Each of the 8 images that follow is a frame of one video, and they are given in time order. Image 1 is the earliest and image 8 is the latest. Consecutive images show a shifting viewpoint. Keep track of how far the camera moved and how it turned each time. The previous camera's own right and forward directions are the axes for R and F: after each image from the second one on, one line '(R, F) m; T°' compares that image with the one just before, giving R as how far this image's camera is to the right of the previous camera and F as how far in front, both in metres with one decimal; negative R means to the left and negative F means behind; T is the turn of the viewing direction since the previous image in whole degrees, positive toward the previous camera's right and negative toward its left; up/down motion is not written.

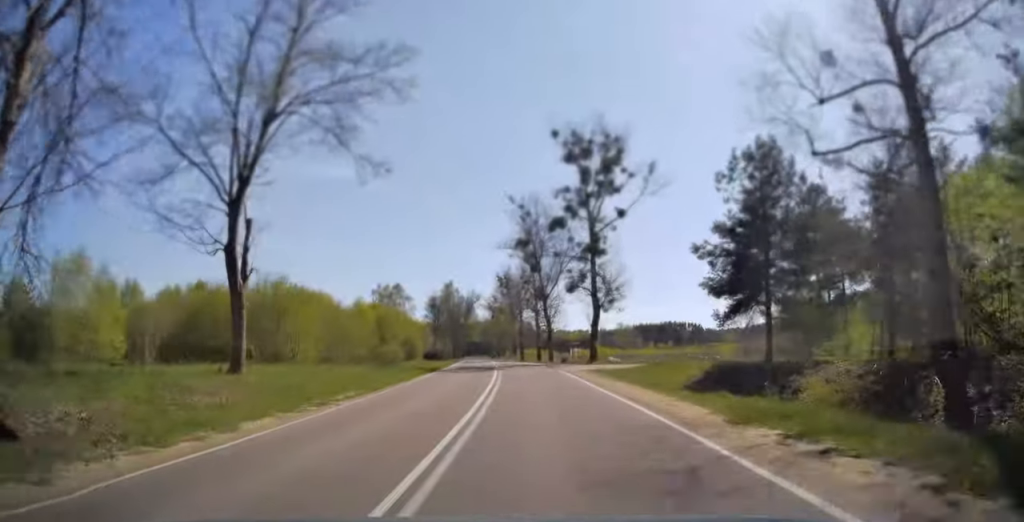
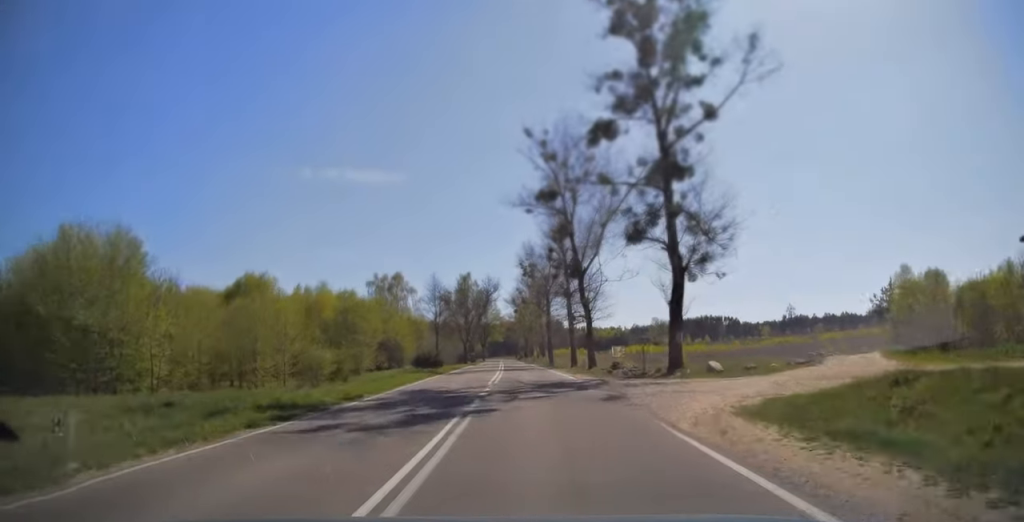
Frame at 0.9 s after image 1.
(-0.5, +23.5) m; -3°
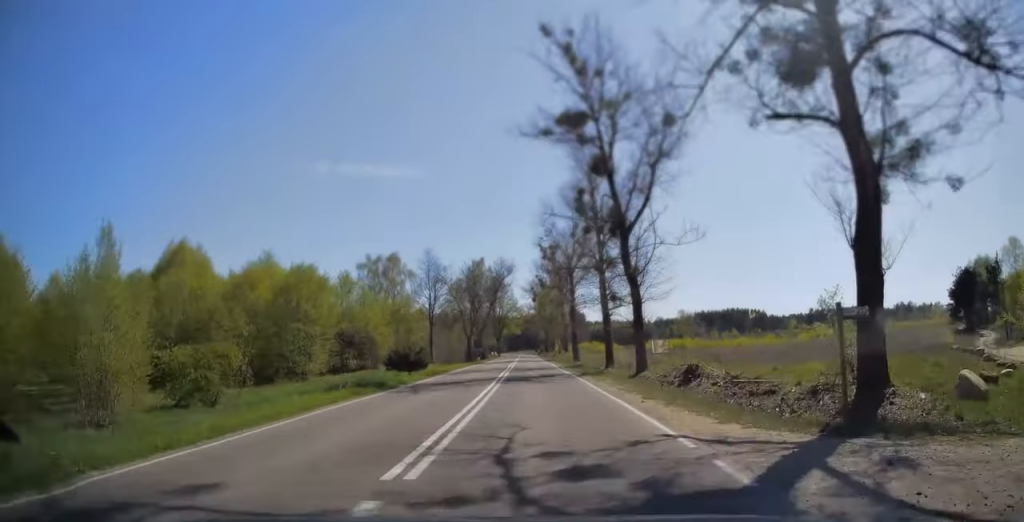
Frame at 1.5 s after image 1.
(-0.4, +16.8) m; -2°
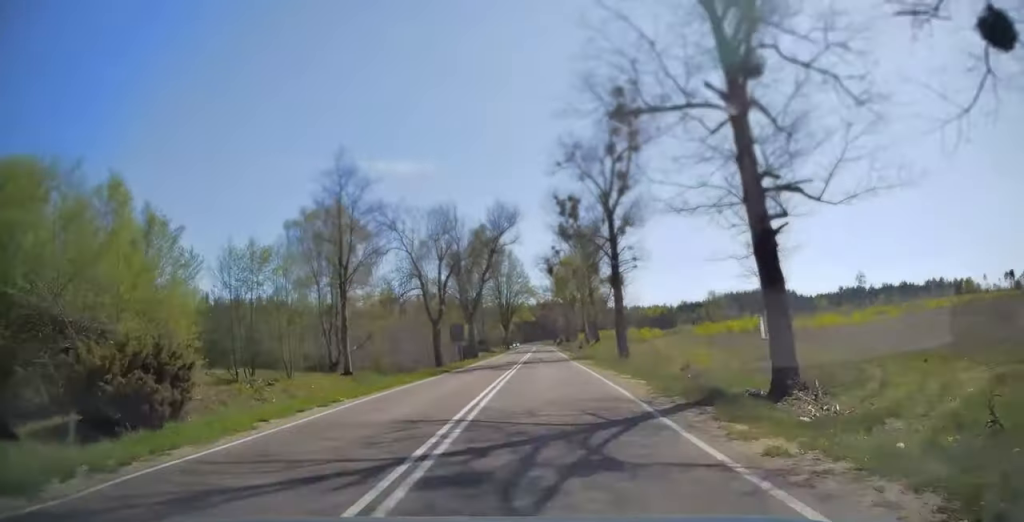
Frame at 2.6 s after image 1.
(-0.7, +31.4) m; -1°
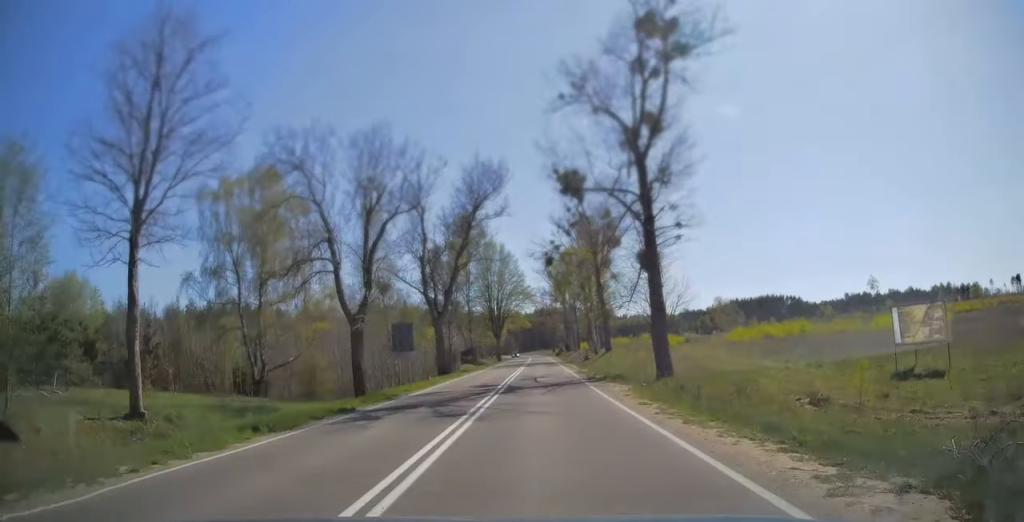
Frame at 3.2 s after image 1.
(0.0, +16.9) m; 0°
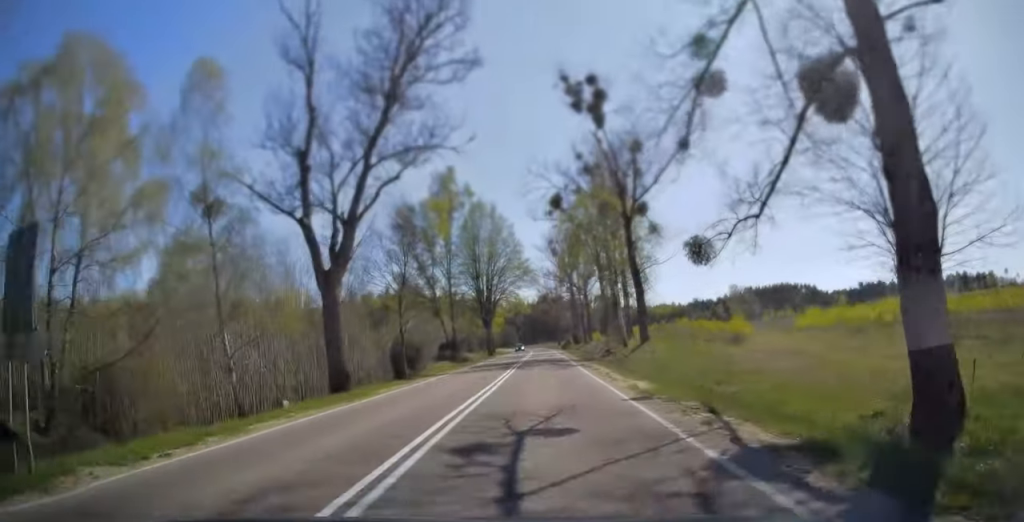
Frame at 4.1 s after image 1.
(0.0, +22.4) m; 0°
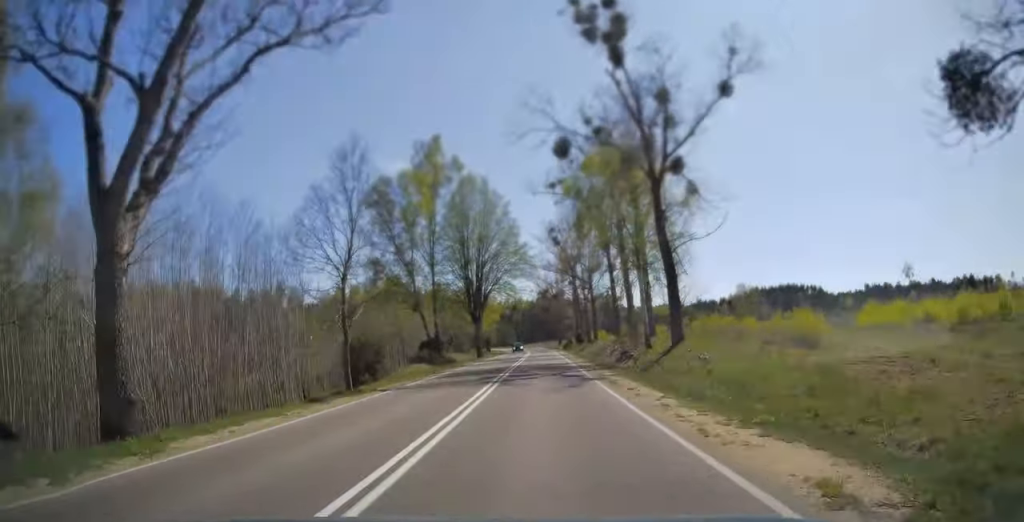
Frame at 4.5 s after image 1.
(-0.1, +11.4) m; 0°
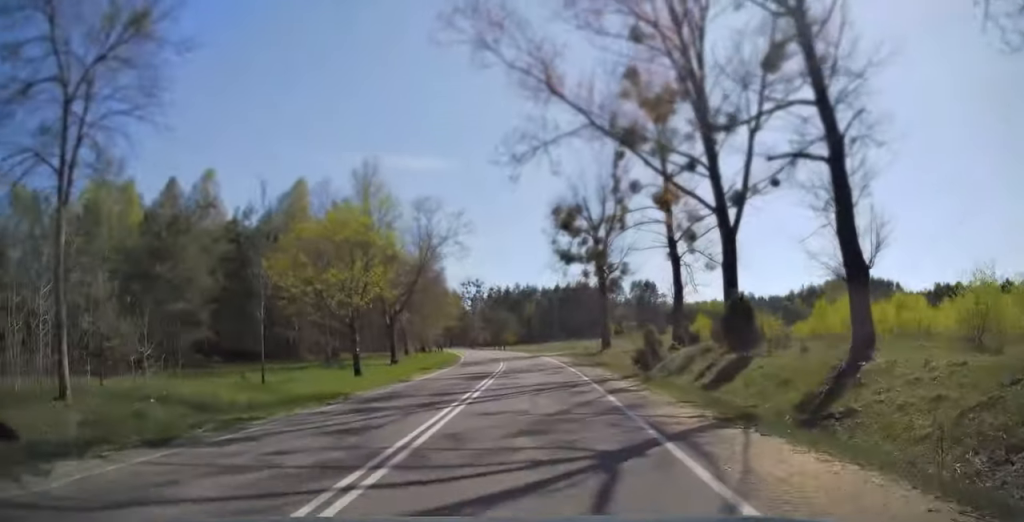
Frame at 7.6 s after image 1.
(-1.3, +86.1) m; -4°
